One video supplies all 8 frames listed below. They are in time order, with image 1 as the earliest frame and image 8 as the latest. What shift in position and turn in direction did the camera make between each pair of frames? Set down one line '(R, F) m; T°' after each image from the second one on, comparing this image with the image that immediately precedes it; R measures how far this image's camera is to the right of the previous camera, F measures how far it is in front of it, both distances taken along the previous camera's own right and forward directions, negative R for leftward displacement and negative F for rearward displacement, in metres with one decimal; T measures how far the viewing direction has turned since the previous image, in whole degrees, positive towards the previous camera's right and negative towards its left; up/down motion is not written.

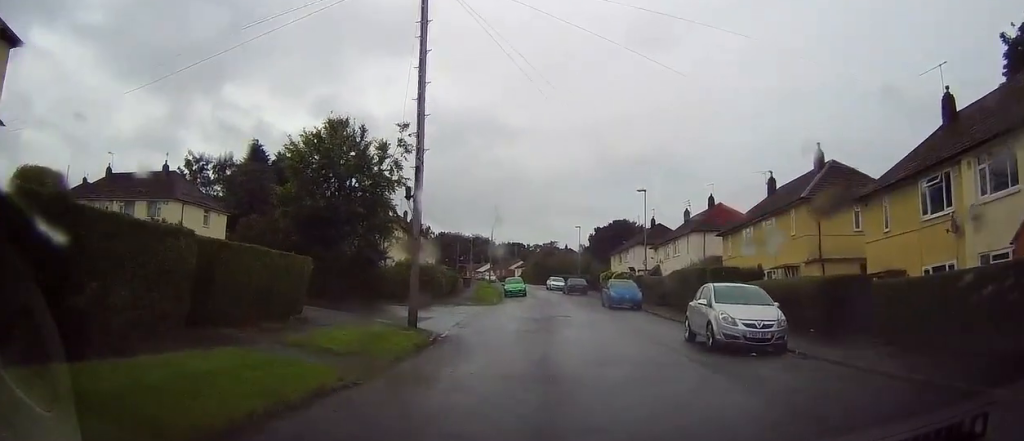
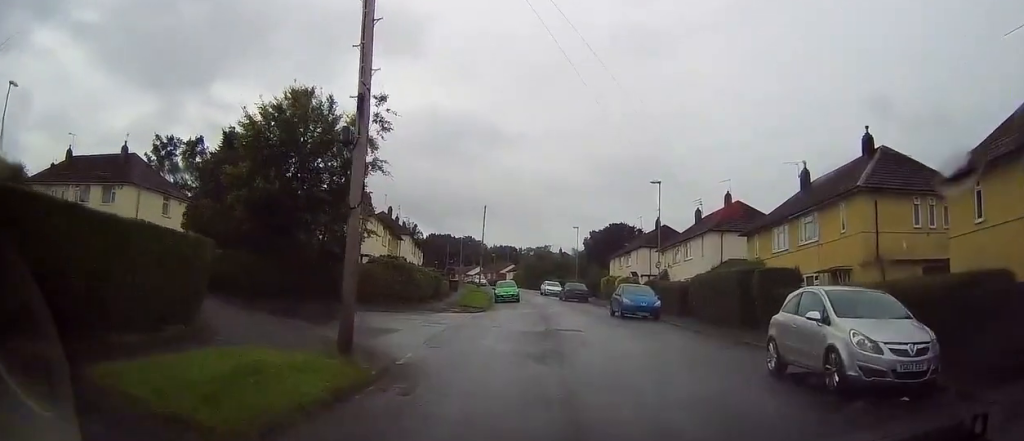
(-0.3, +5.6) m; -1°
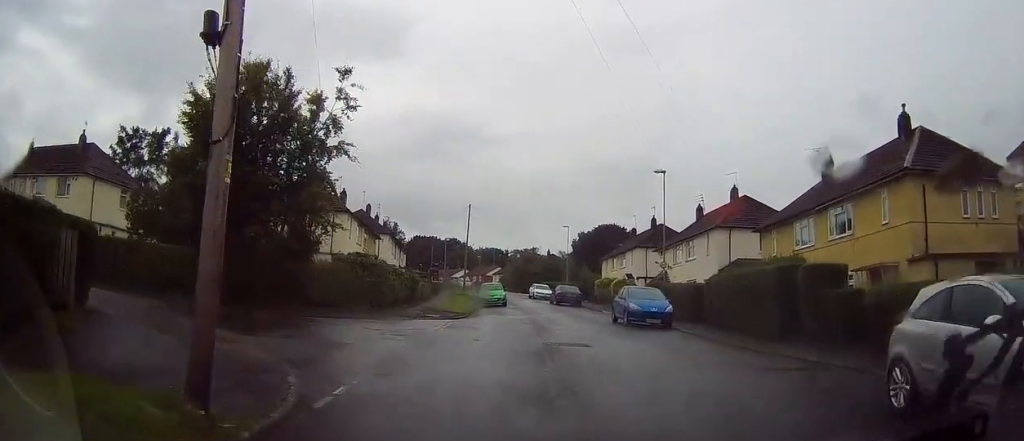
(0.0, +4.1) m; +1°
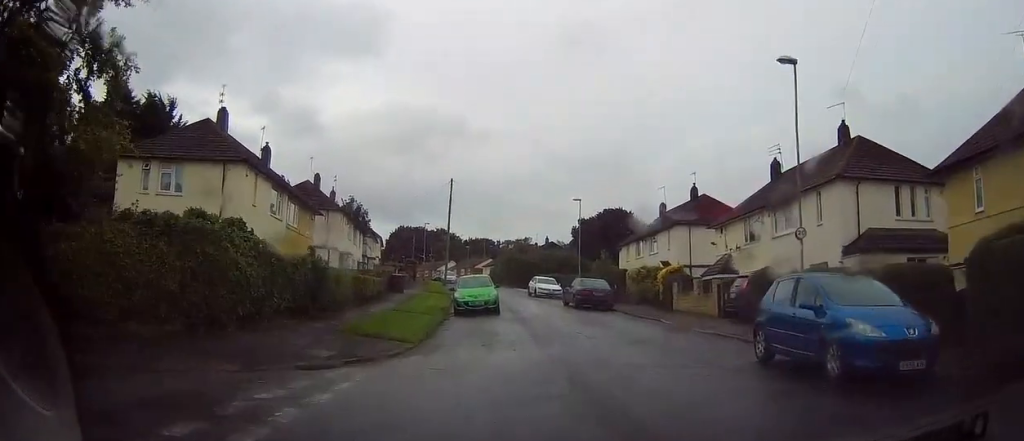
(+1.0, +16.6) m; +3°
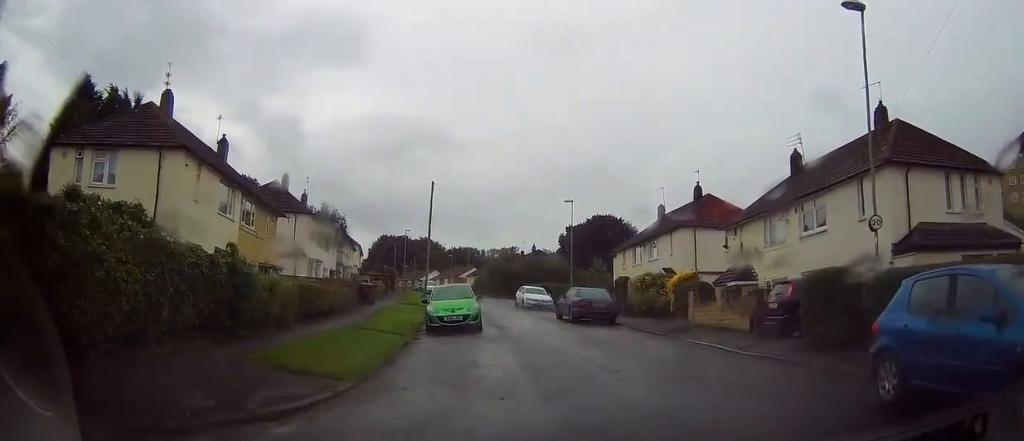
(-0.3, +4.6) m; 0°
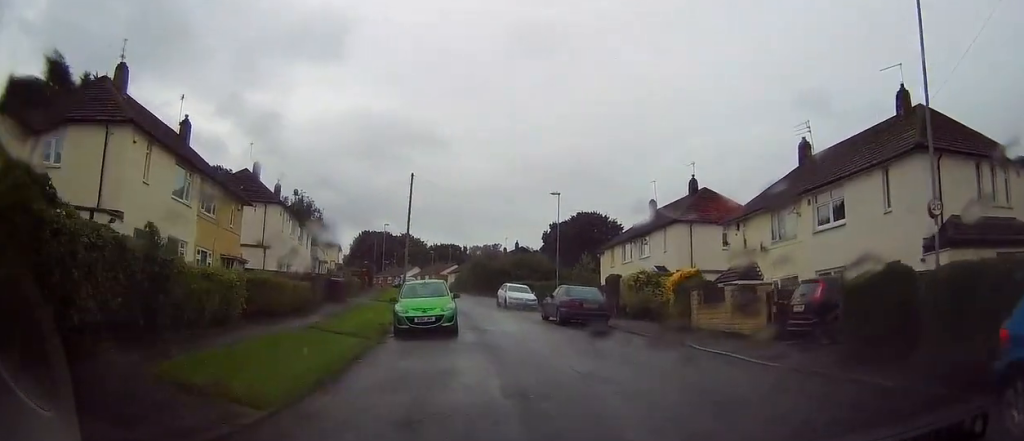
(-0.1, +2.8) m; +1°
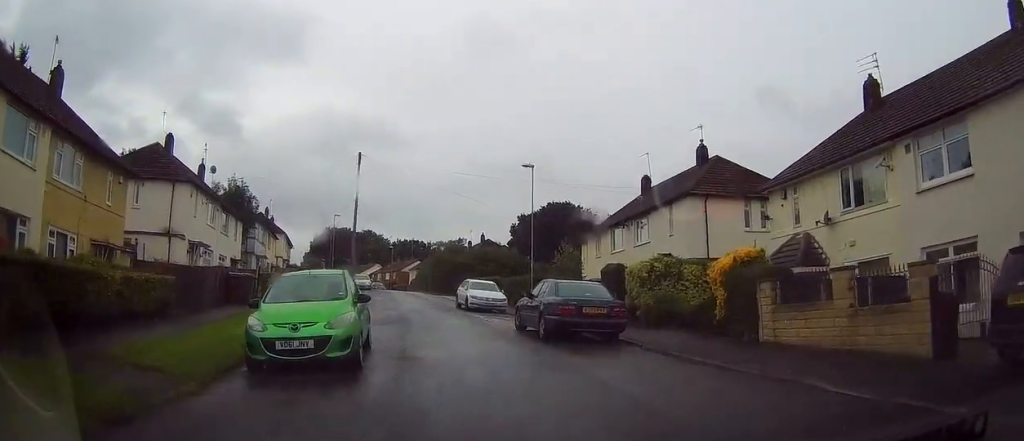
(+0.5, +8.6) m; +2°
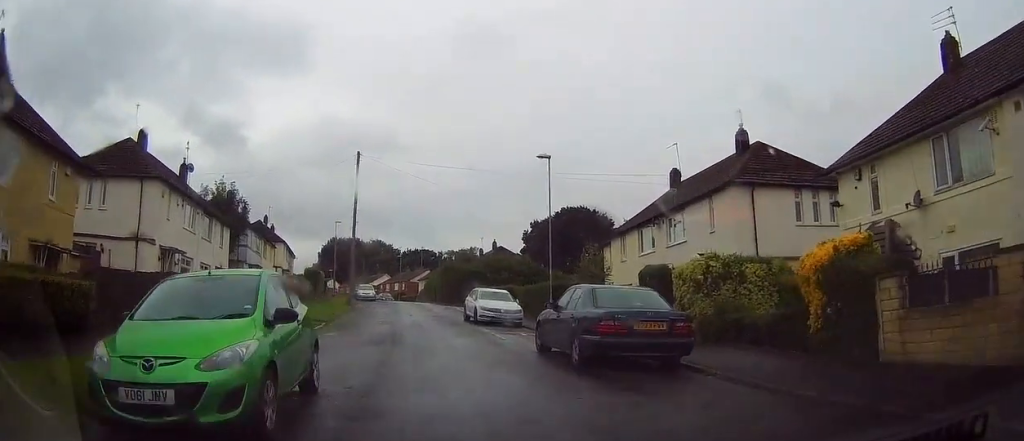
(+0.1, +4.4) m; +2°
